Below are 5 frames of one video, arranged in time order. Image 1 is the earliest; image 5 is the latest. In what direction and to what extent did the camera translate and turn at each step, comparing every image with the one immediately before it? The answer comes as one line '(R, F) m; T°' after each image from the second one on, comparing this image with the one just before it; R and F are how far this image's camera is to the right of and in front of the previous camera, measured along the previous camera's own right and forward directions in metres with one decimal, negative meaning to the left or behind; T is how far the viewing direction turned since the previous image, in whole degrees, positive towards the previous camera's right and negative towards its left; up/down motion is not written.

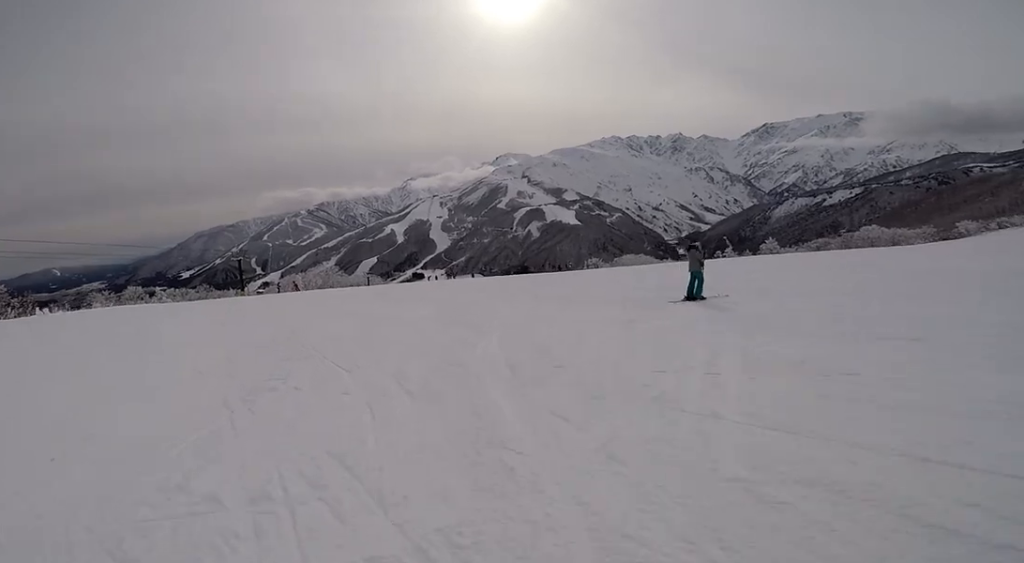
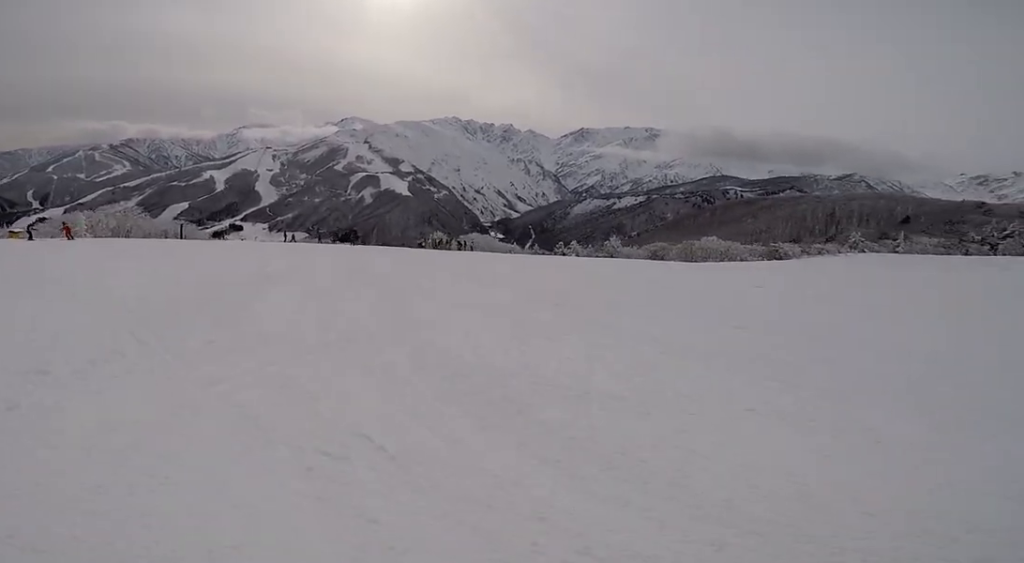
(+3.6, +17.7) m; +26°
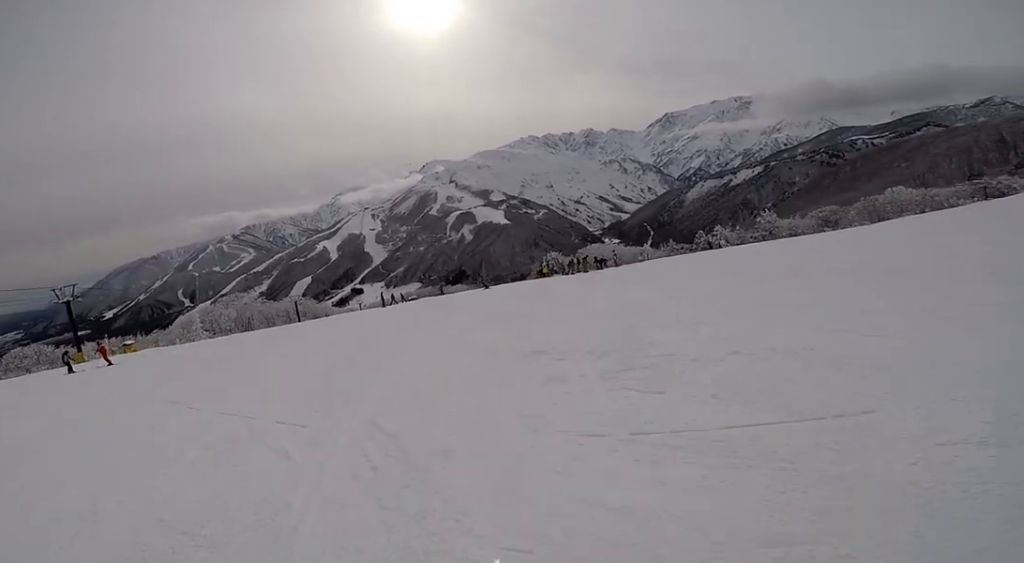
(-0.4, +11.7) m; -16°
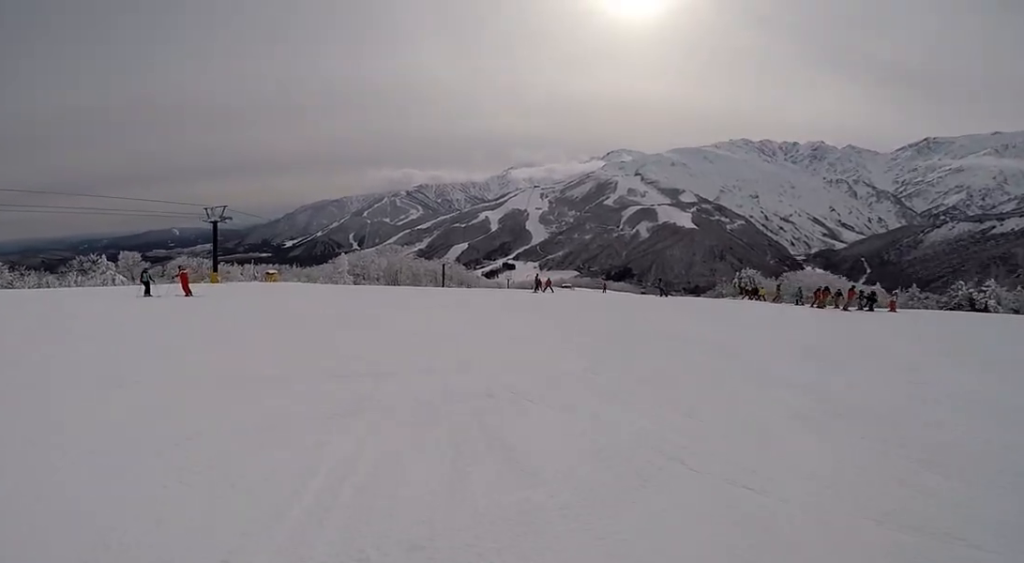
(-1.2, +8.7) m; -6°
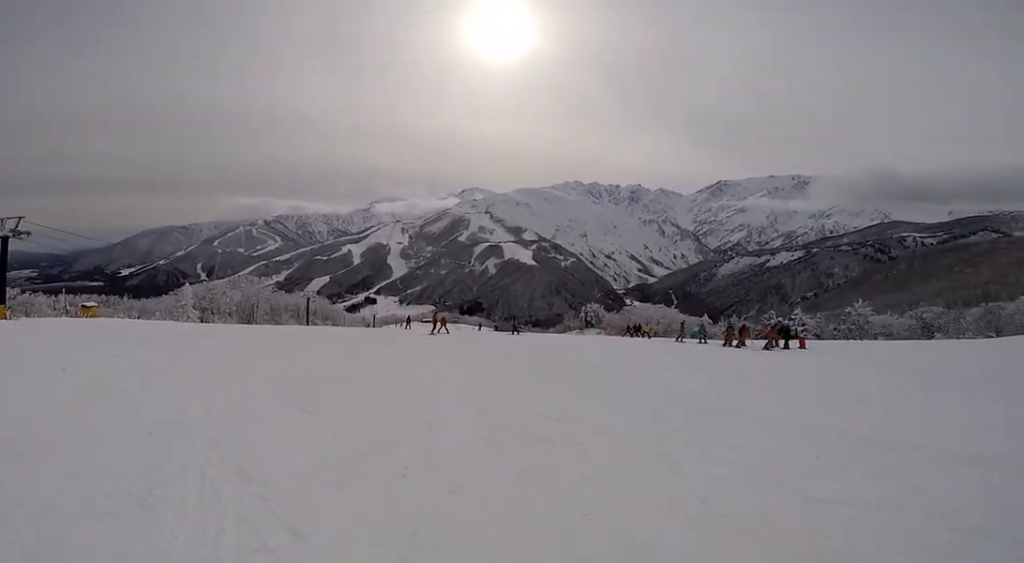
(+0.6, +8.0) m; +10°
